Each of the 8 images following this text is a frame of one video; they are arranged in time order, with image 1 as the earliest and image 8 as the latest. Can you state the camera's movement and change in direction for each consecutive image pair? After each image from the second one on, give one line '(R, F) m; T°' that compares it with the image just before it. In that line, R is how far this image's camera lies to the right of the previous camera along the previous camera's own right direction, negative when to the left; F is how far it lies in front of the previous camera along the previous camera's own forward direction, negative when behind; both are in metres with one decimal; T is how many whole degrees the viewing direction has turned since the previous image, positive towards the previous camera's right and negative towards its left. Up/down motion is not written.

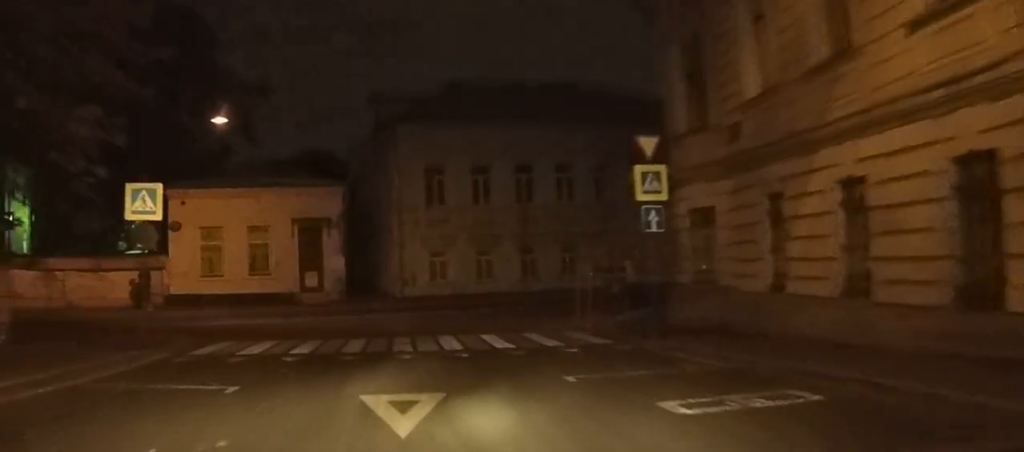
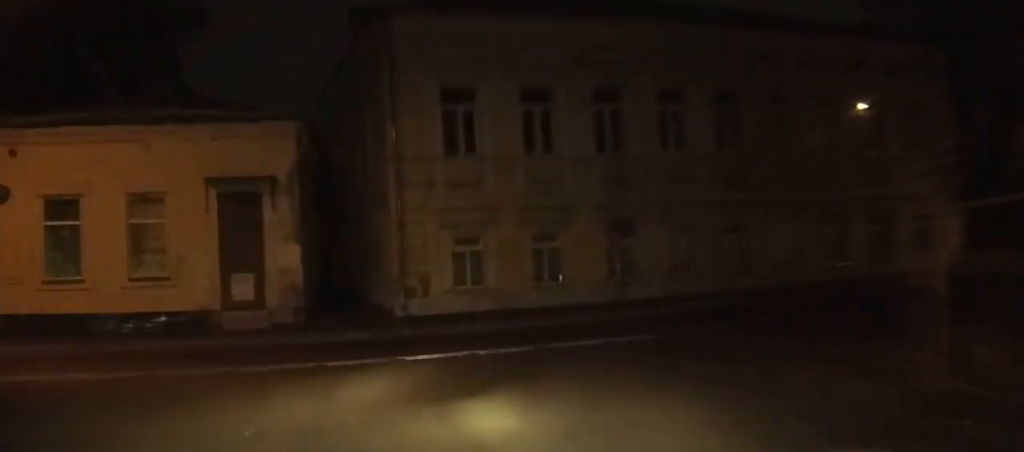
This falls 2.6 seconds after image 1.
(-0.1, +13.0) m; -2°
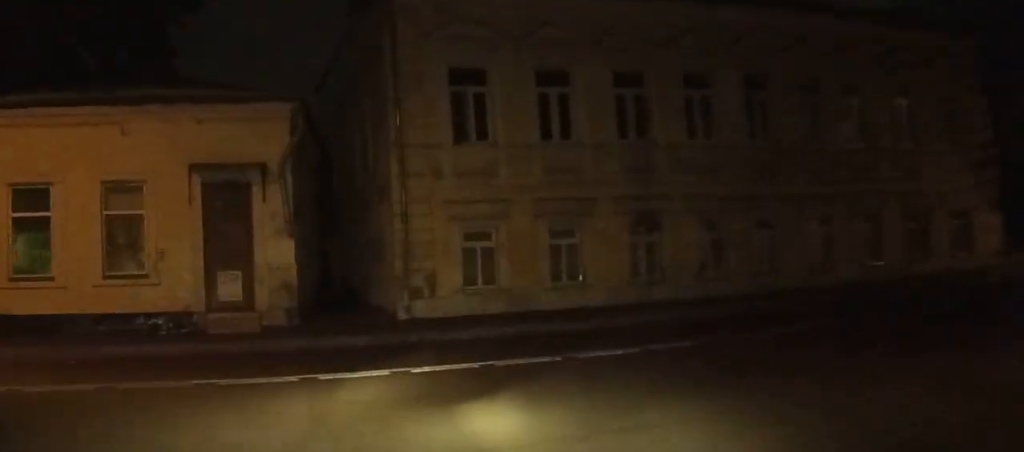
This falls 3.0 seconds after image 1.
(0.0, +1.2) m; -1°
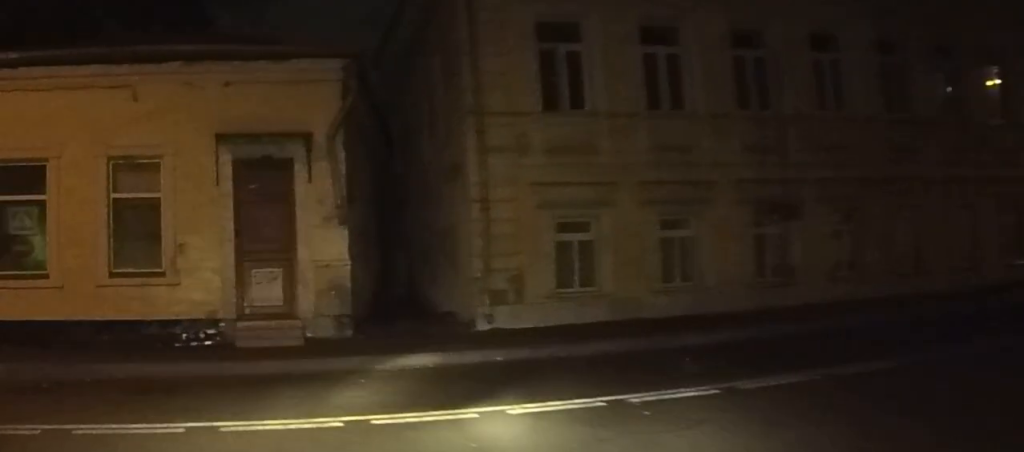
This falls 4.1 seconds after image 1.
(0.0, +2.6) m; -6°
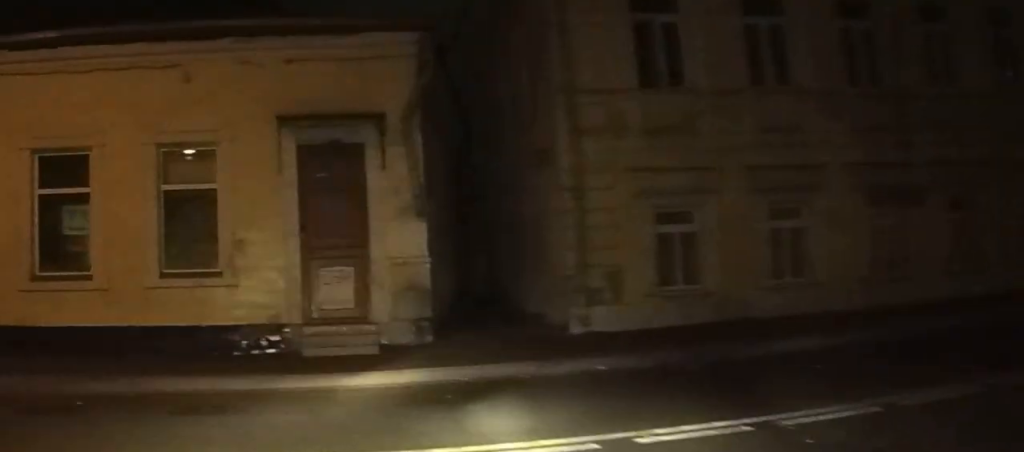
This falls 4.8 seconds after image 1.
(-0.1, +1.5) m; -8°
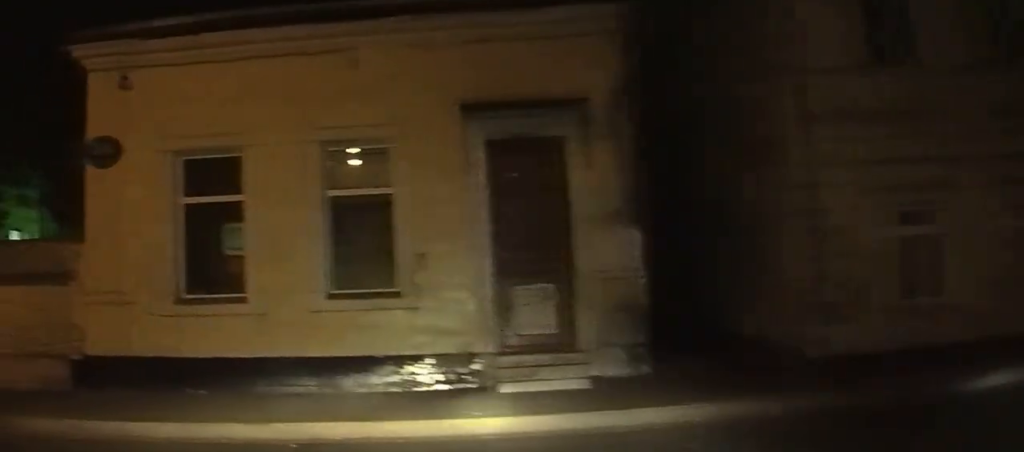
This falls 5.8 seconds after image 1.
(-0.3, +2.4) m; -17°
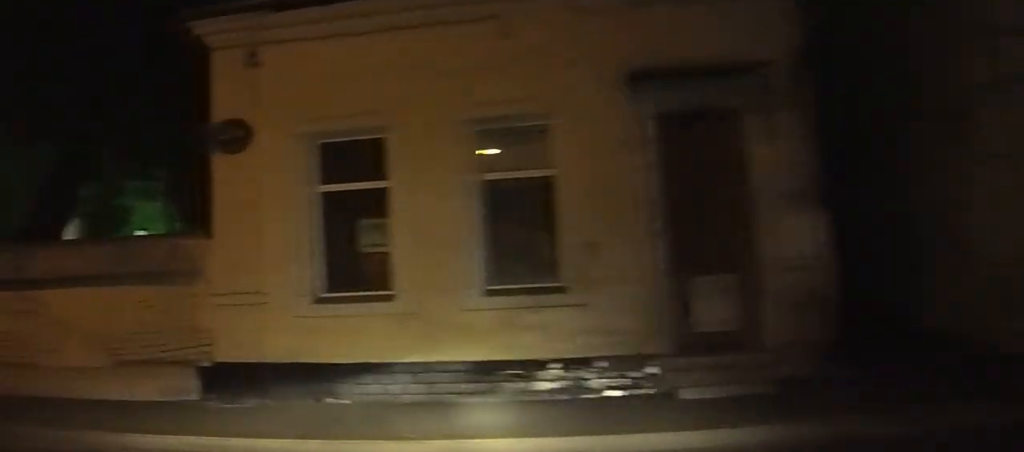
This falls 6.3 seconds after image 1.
(+0.1, +1.4) m; -11°
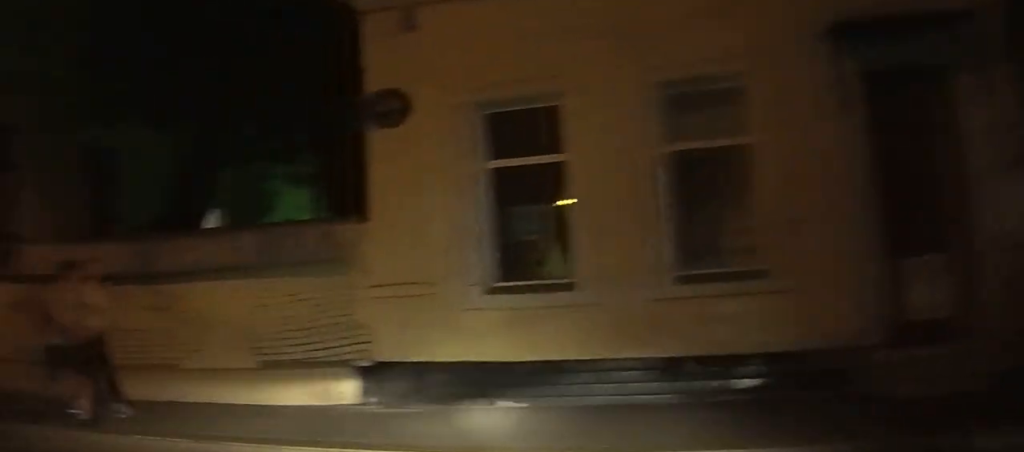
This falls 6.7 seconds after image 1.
(0.0, +1.3) m; -10°
